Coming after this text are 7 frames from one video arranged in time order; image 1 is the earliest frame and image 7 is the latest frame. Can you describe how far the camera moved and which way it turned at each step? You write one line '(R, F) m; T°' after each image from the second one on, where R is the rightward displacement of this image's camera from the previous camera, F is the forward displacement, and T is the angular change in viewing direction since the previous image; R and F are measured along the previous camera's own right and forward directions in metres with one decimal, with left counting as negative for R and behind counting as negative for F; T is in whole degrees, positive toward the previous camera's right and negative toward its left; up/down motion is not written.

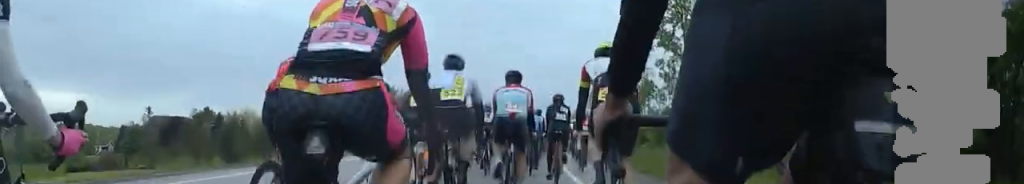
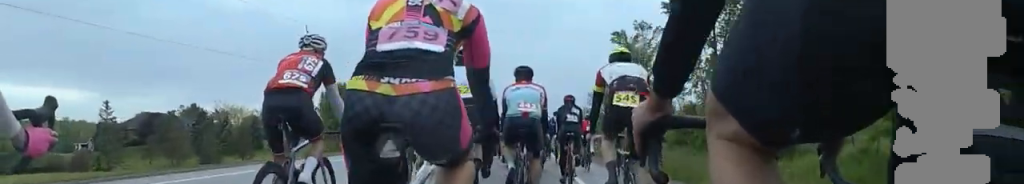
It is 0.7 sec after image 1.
(0.0, +7.0) m; 0°
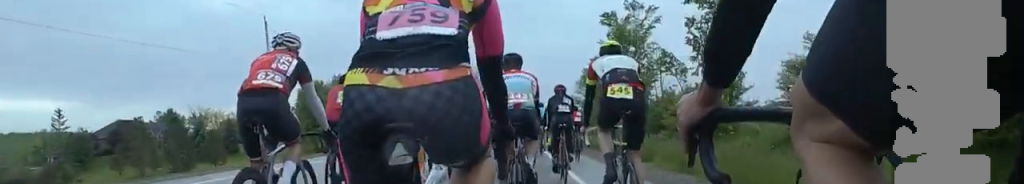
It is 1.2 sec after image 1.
(0.0, +4.8) m; 0°
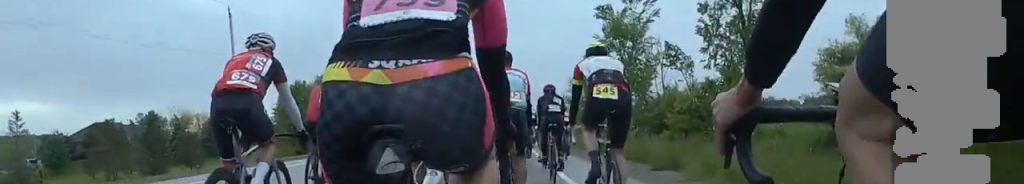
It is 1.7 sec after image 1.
(0.0, +4.1) m; 0°
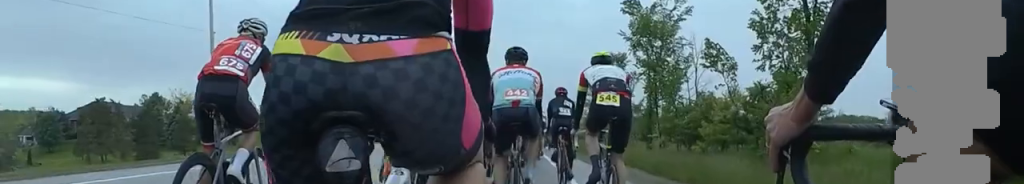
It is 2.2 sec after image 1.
(0.0, +5.4) m; 0°
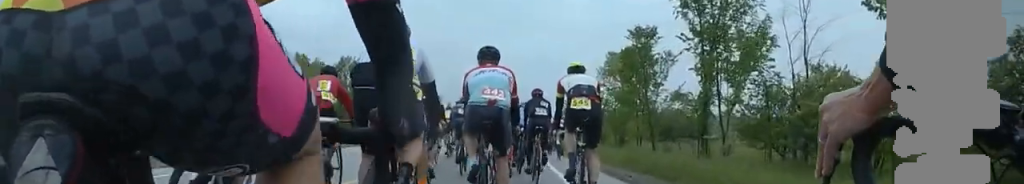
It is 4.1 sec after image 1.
(0.0, +17.9) m; +1°
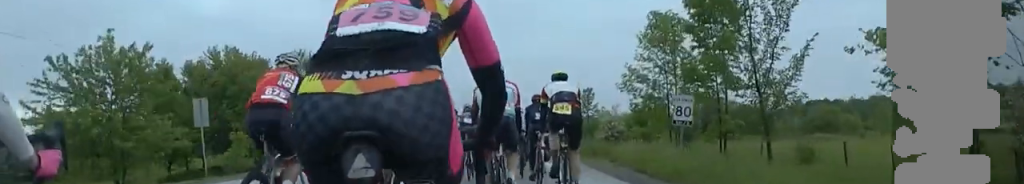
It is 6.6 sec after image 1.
(+0.7, +24.3) m; +8°
